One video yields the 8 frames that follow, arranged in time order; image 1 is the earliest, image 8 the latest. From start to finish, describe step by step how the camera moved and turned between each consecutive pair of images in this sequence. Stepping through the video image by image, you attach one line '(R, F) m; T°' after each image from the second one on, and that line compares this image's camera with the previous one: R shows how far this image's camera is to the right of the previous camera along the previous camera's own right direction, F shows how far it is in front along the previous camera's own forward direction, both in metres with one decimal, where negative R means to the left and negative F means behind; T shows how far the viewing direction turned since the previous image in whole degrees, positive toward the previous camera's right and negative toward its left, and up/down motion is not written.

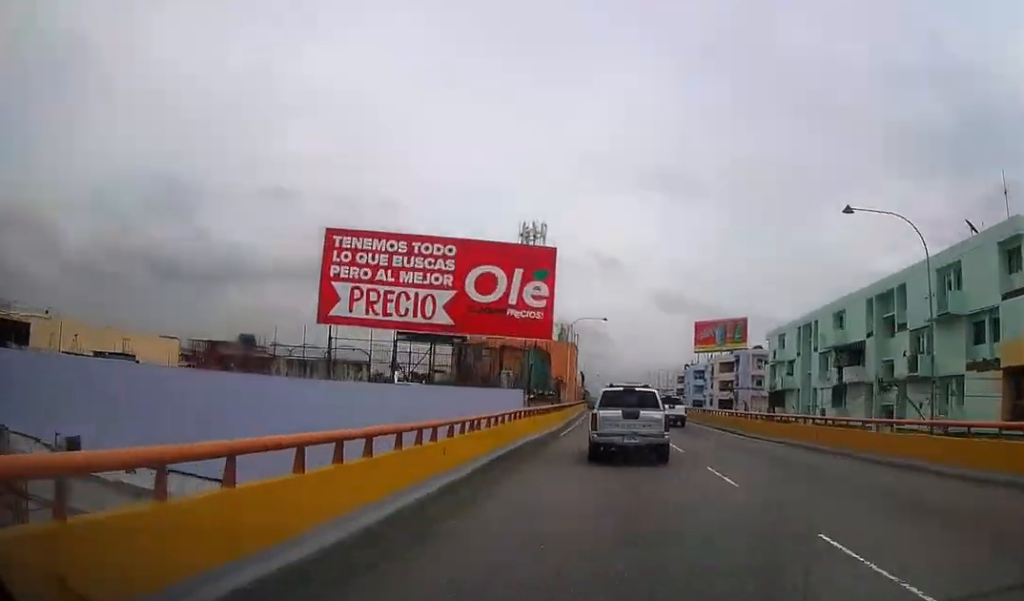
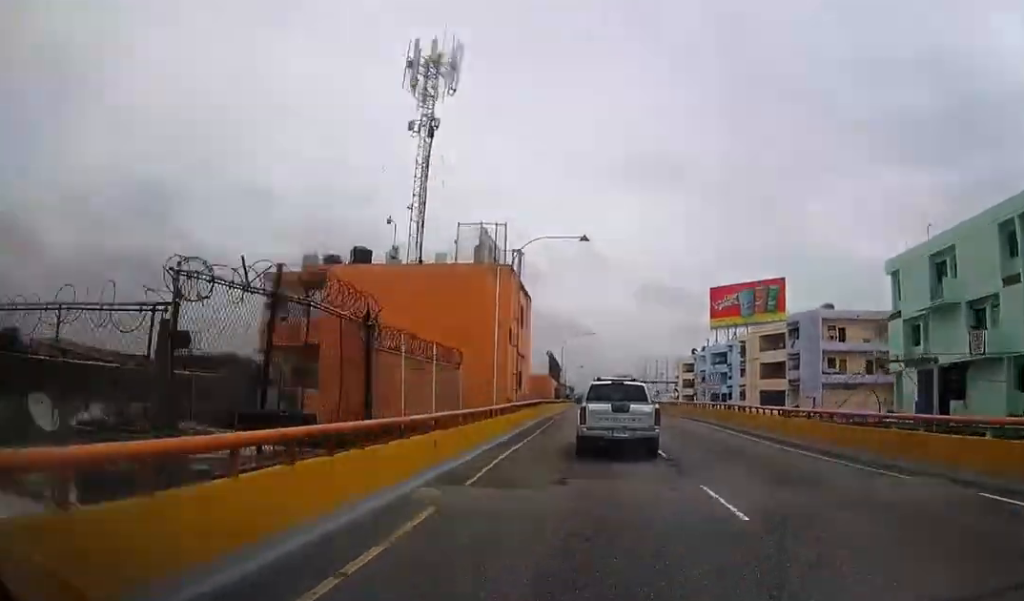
(-1.4, +38.6) m; -2°
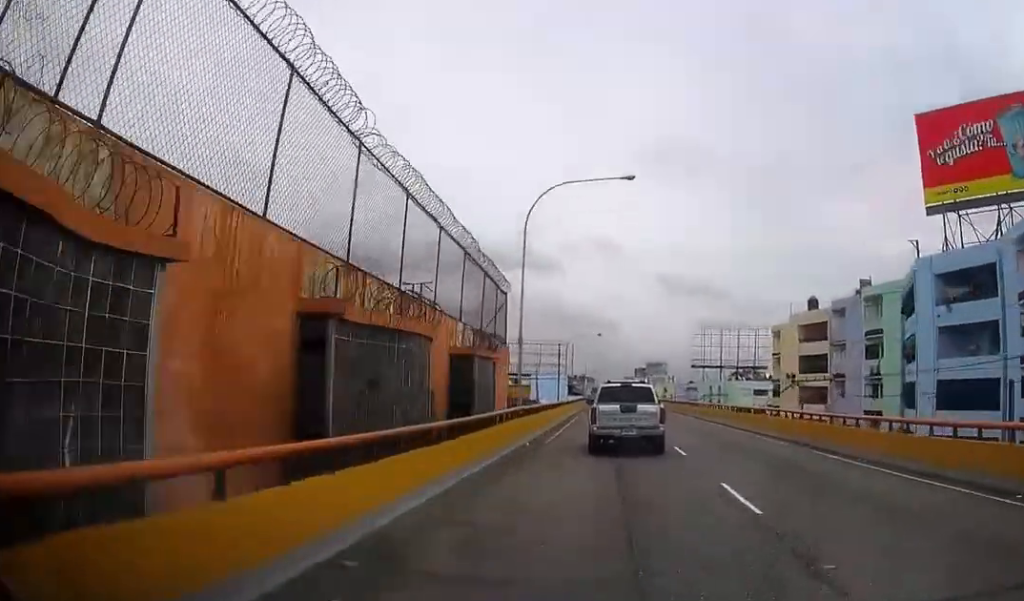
(-0.6, +71.3) m; -1°
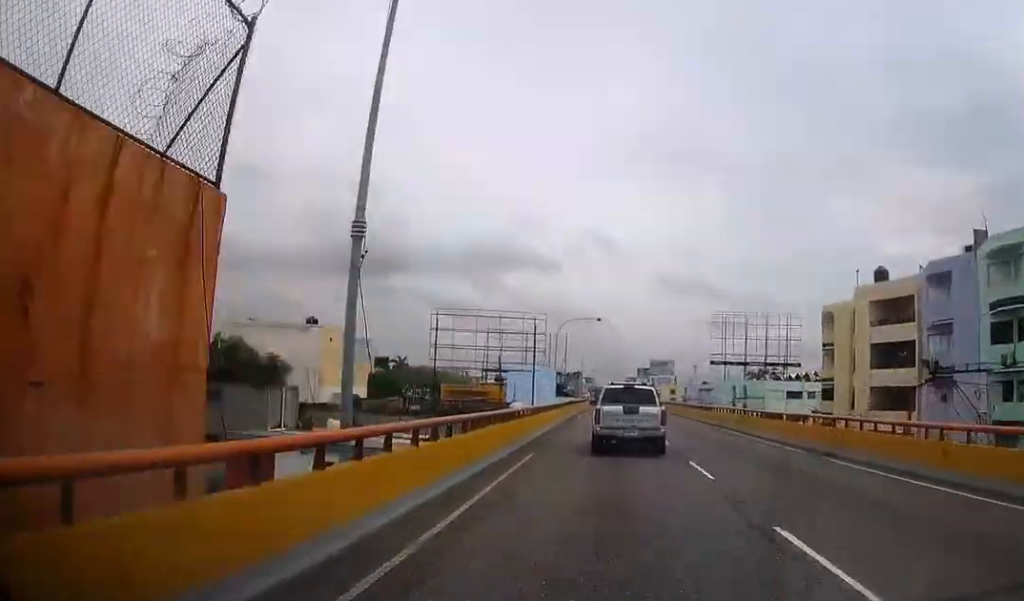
(-0.1, +20.5) m; 0°
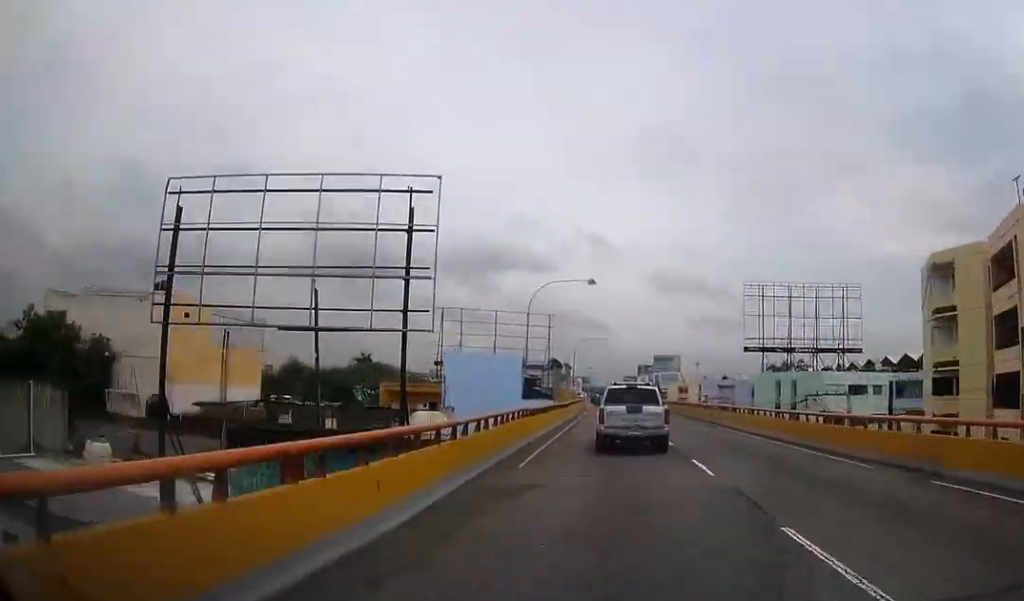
(0.0, +23.8) m; 0°
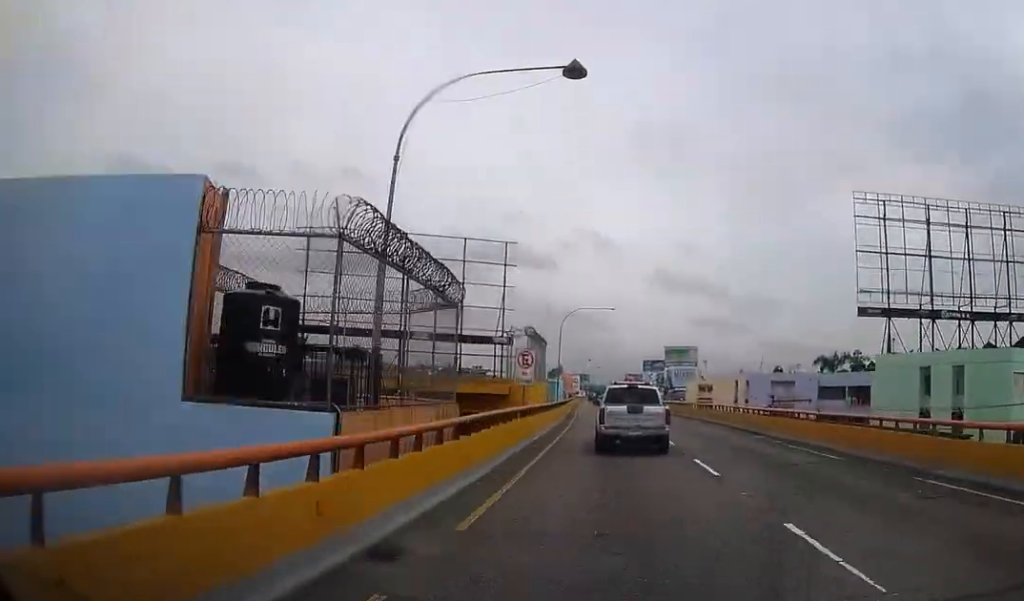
(0.0, +30.8) m; 0°
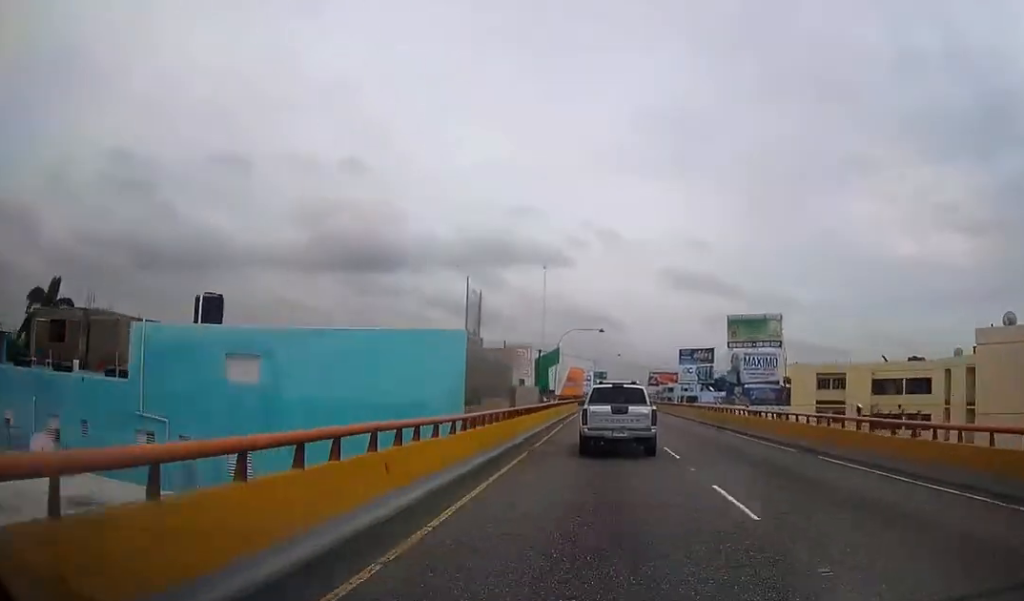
(-0.5, +59.3) m; -1°
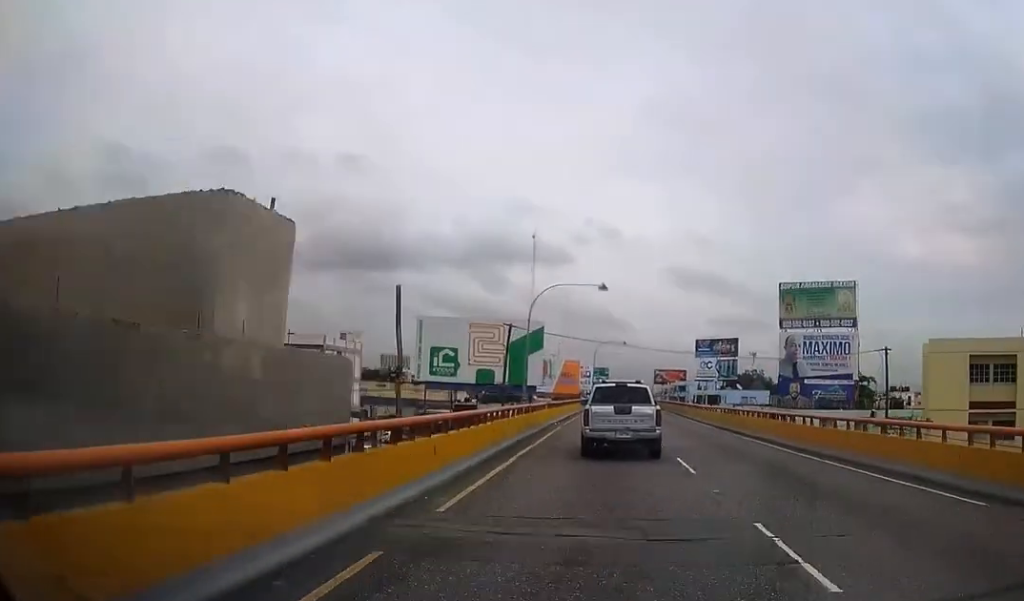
(-0.1, +26.8) m; 0°
